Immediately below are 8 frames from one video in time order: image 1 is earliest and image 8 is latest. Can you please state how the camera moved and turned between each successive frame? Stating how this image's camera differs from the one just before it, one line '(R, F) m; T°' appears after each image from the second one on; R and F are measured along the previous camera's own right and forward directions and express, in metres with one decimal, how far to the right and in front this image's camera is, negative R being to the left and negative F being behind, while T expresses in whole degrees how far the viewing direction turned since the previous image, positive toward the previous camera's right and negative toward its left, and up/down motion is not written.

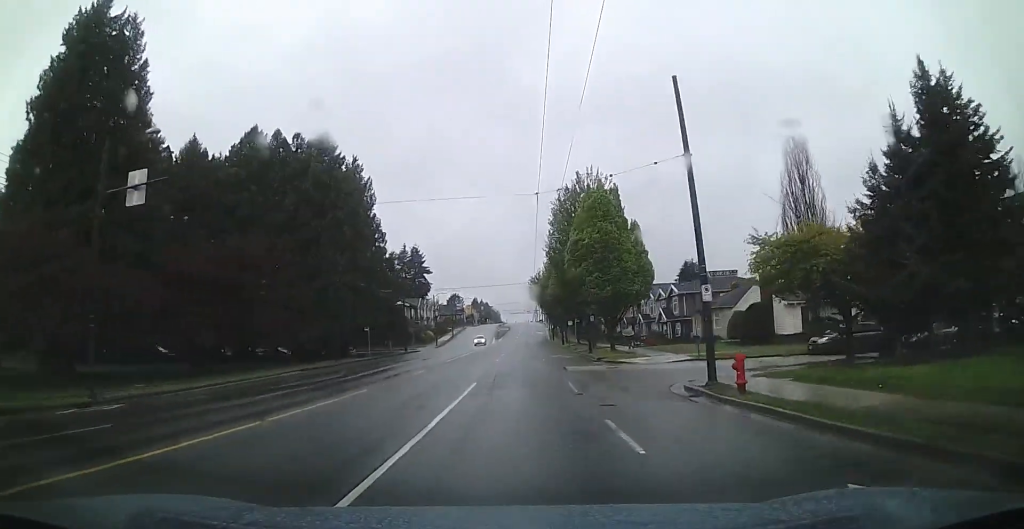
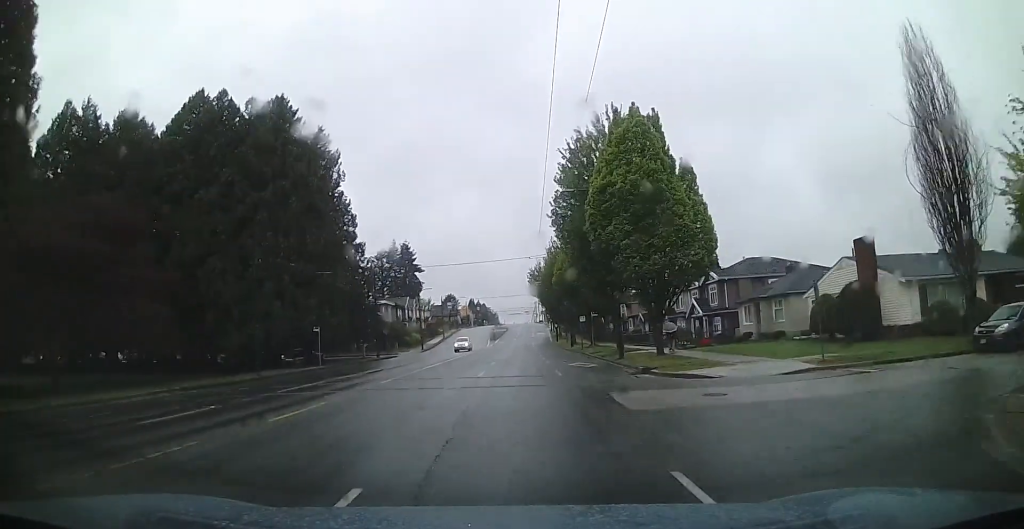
(0.0, +13.8) m; 0°
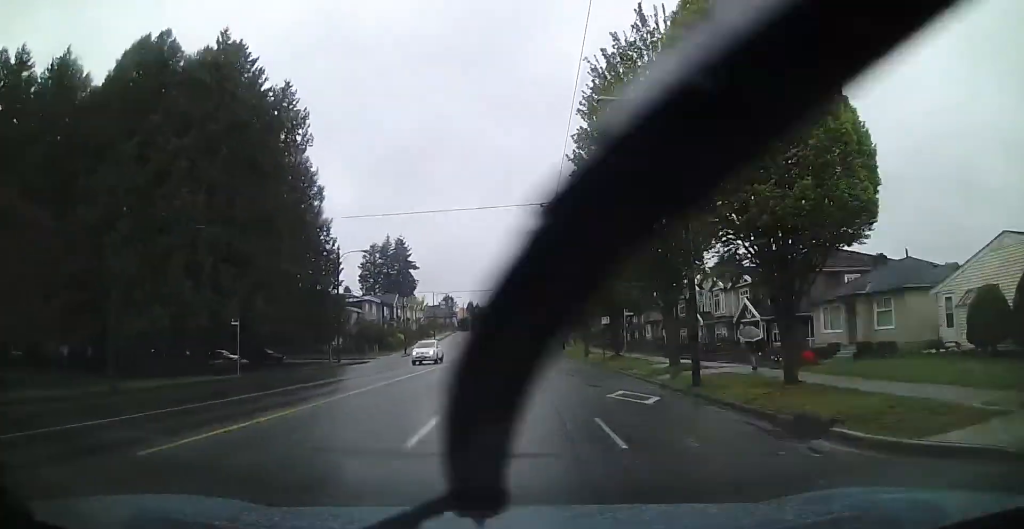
(0.0, +13.0) m; 0°
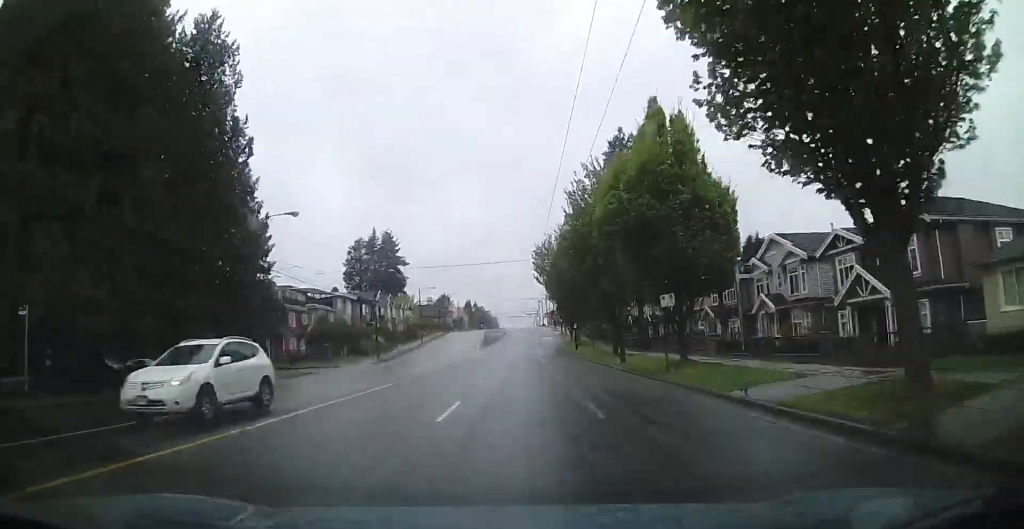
(-0.1, +15.7) m; +1°
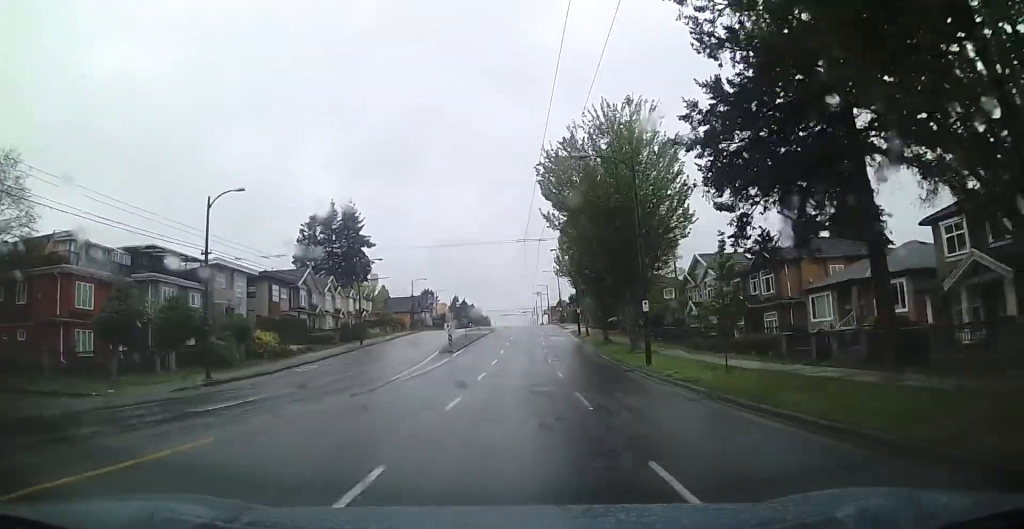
(+0.9, +34.7) m; -1°
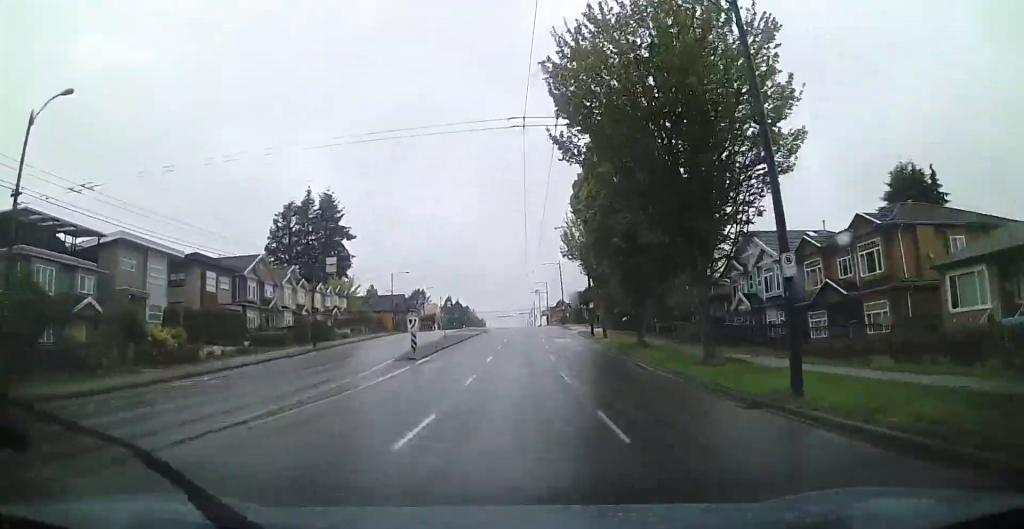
(-0.5, +13.8) m; -1°
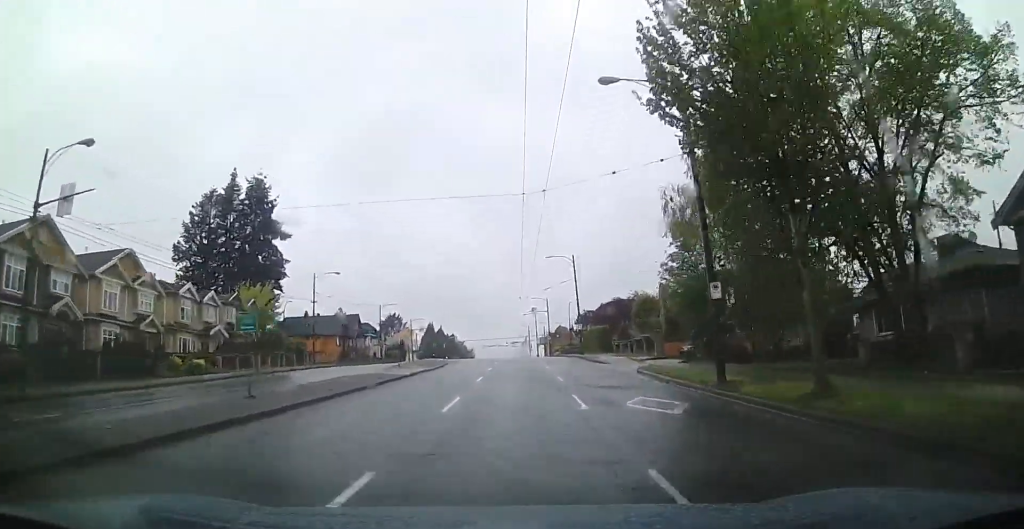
(-0.2, +32.0) m; -1°
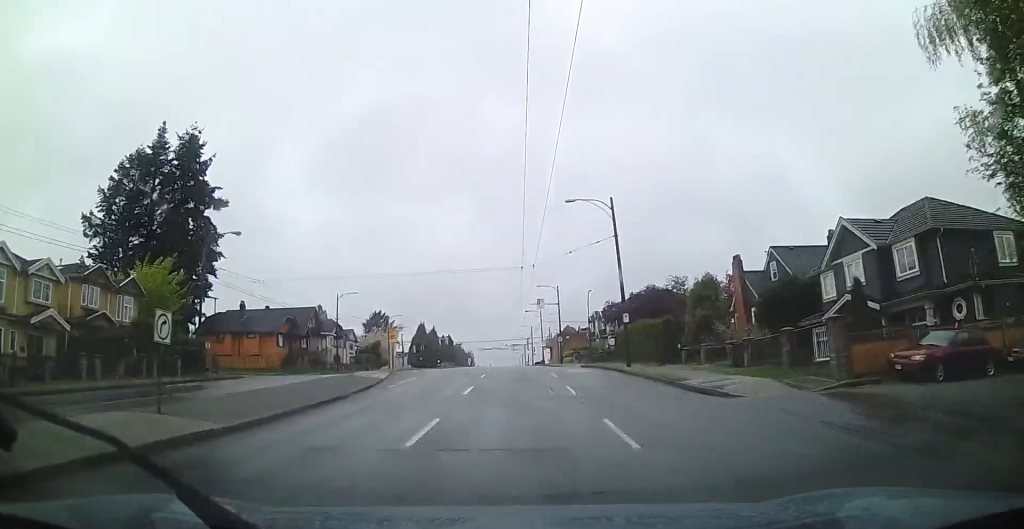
(-0.6, +22.4) m; -1°
